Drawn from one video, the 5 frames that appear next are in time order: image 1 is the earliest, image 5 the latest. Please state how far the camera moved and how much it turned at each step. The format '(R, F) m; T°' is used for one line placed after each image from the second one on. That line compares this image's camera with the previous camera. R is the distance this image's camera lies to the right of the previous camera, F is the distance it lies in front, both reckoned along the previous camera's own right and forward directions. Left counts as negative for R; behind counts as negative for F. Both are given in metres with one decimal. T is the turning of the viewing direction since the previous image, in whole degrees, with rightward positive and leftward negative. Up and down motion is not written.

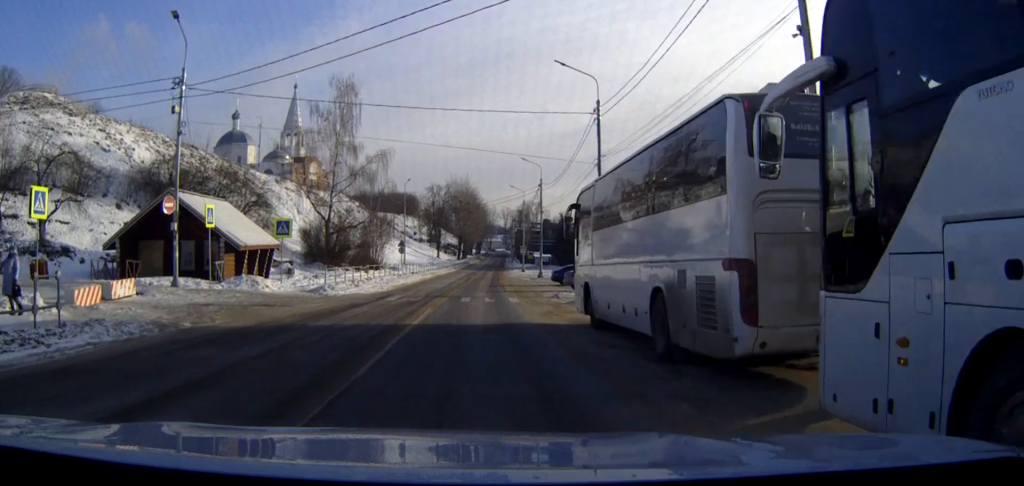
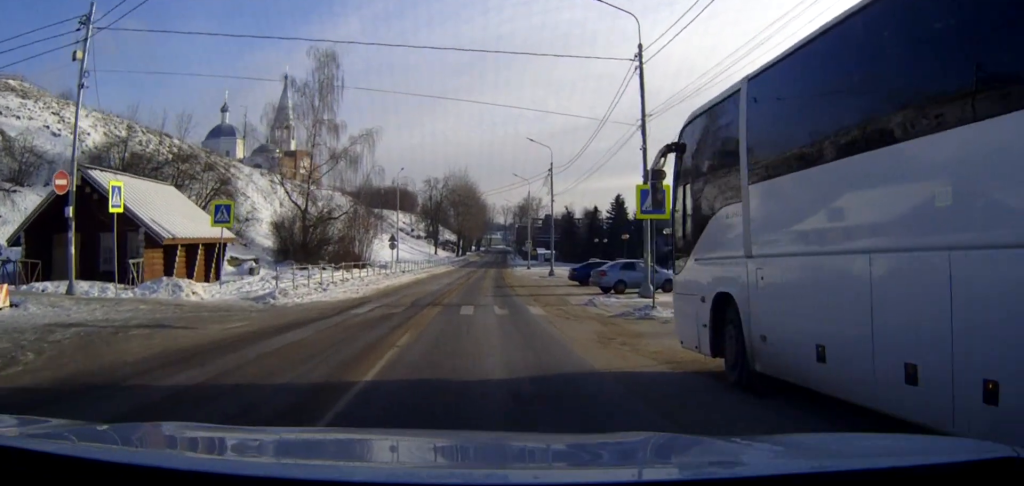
(+0.1, +8.9) m; +1°
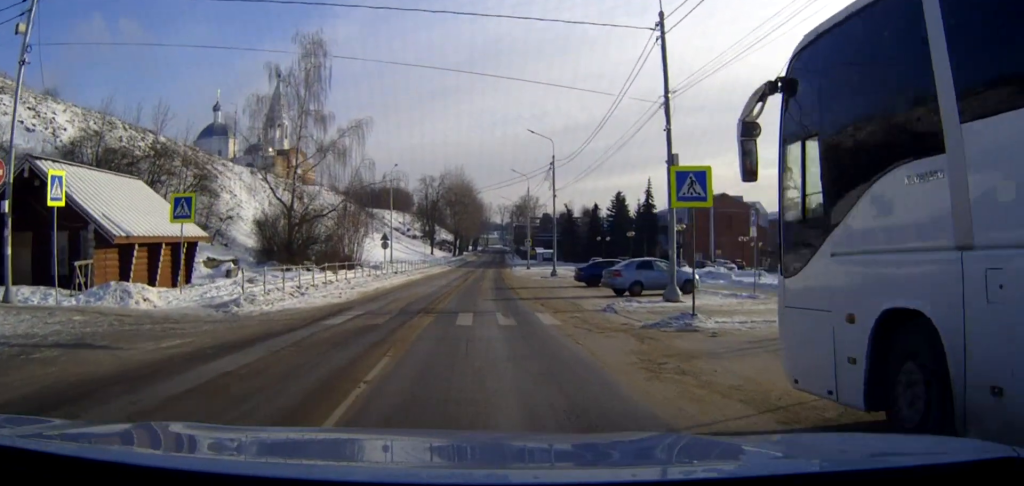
(0.0, +3.6) m; 0°
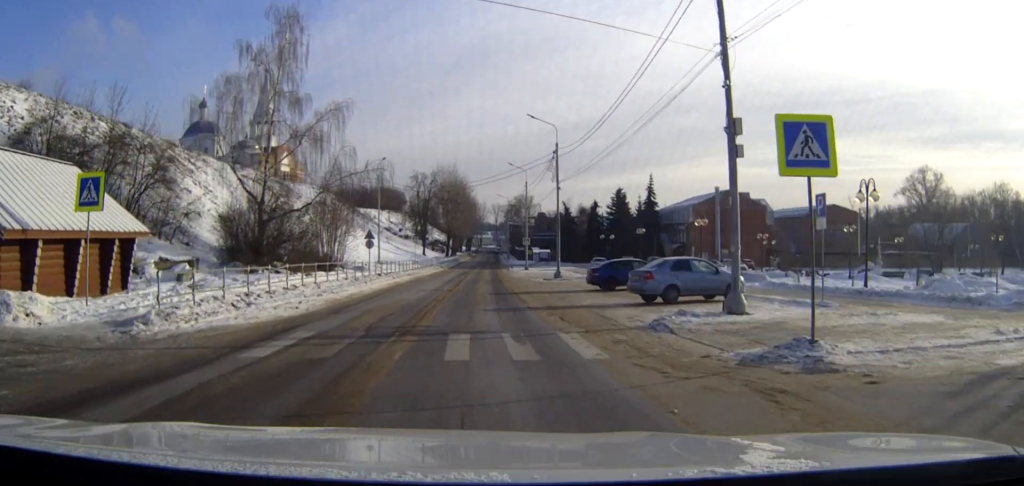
(0.0, +5.8) m; 0°
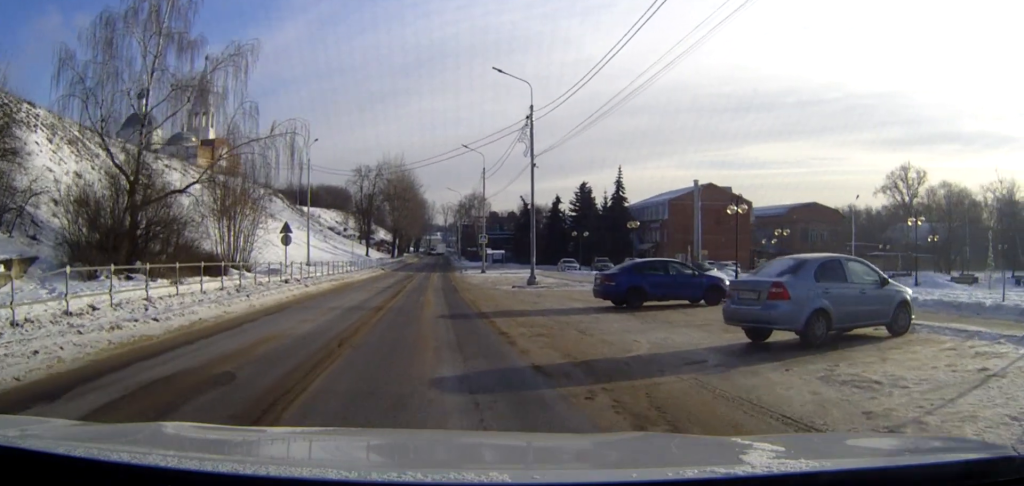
(0.0, +13.5) m; +1°
